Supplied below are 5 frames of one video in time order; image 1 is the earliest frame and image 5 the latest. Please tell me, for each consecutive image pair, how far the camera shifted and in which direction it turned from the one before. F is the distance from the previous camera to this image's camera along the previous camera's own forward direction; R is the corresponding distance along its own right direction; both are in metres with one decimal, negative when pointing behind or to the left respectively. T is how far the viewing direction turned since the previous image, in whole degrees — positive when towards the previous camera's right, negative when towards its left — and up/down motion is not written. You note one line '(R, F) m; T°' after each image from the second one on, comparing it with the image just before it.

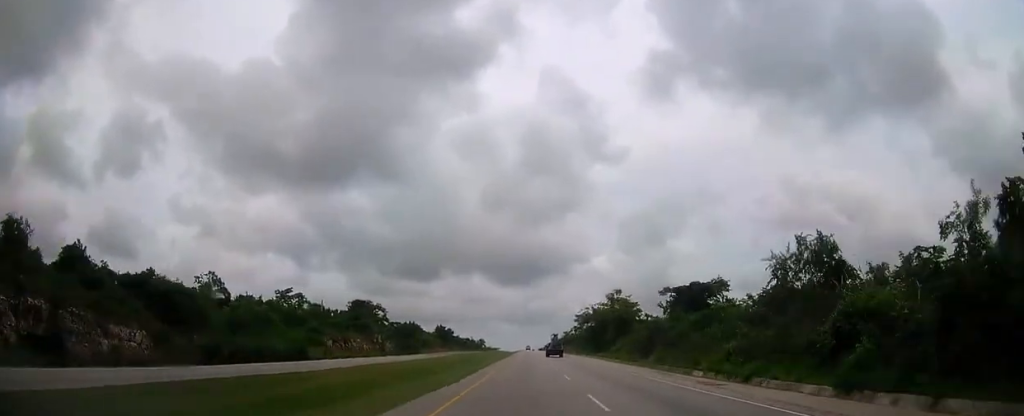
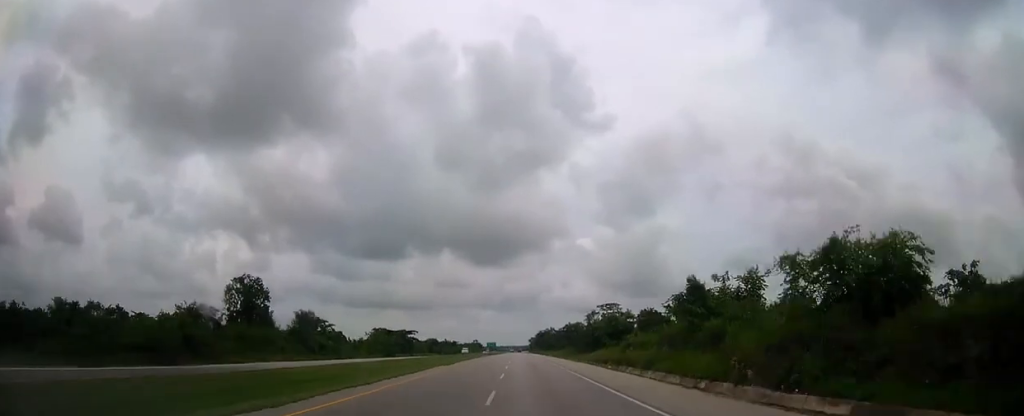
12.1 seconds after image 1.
(+5.2, +368.8) m; +1°
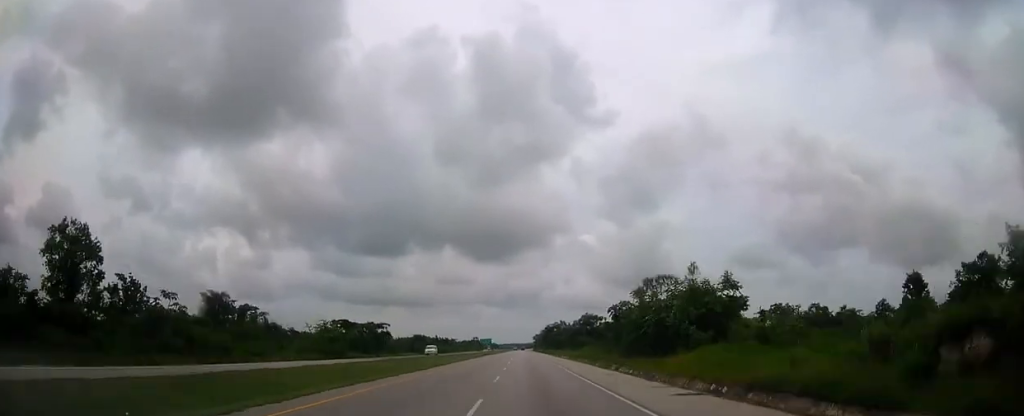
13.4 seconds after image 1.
(-0.1, +39.8) m; 0°
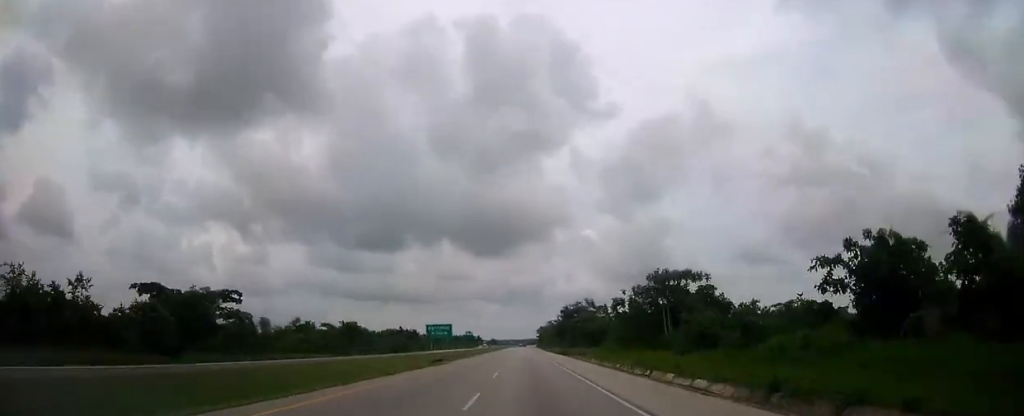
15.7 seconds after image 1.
(-0.3, +70.2) m; 0°
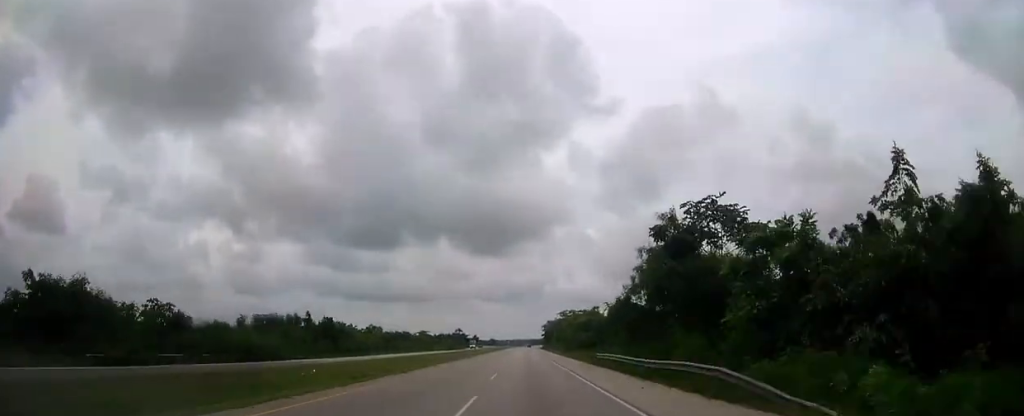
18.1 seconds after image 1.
(-0.2, +73.9) m; 0°
